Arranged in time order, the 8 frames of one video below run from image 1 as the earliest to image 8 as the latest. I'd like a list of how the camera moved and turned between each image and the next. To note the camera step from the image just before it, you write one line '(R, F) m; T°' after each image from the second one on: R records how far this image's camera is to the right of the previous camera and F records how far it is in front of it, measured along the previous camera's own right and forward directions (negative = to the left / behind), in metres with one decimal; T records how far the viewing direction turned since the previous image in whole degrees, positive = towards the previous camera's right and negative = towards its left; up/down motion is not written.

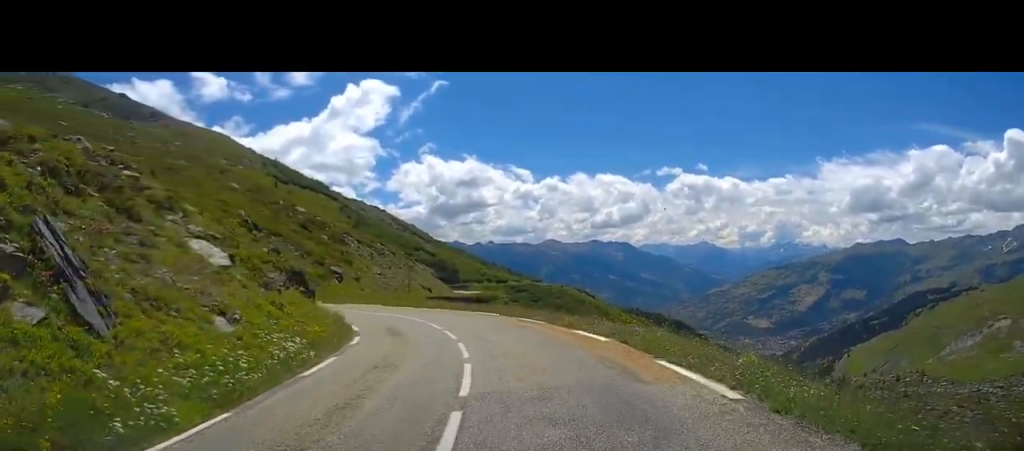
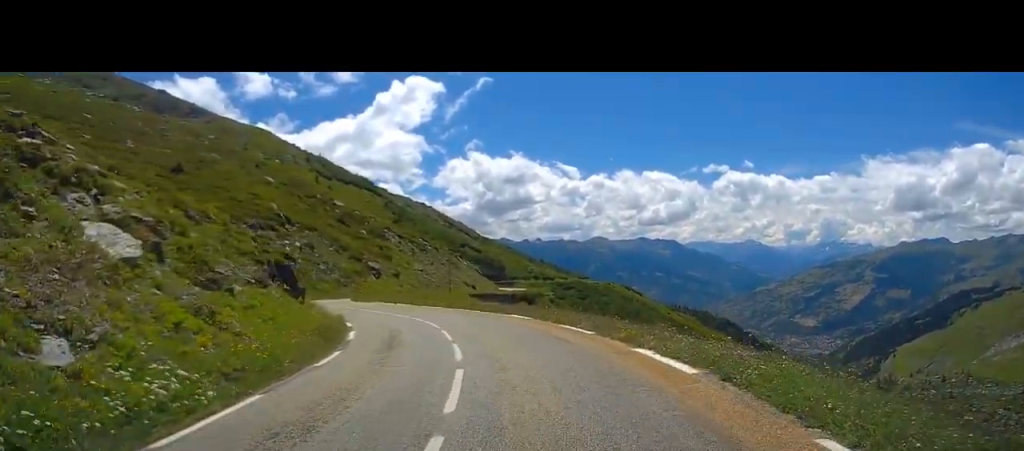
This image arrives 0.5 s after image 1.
(-0.3, +5.3) m; -7°
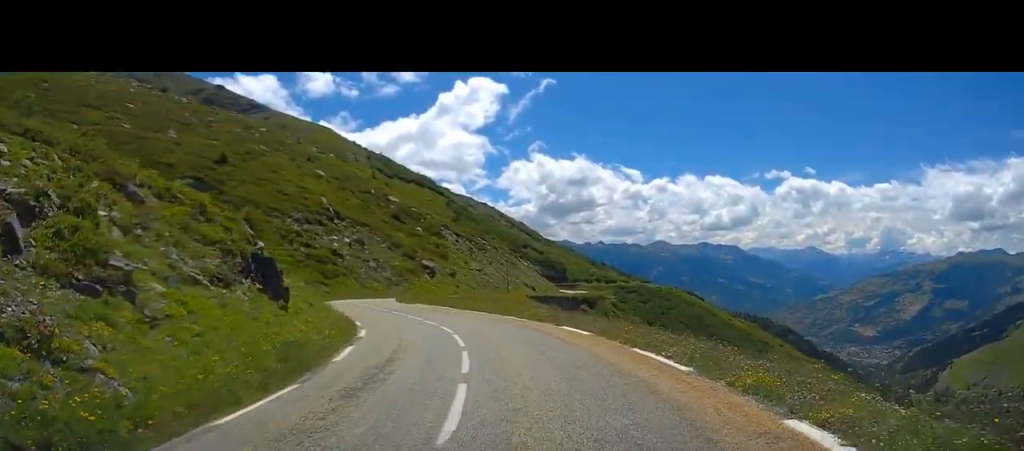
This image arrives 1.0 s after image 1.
(-0.2, +5.4) m; -6°
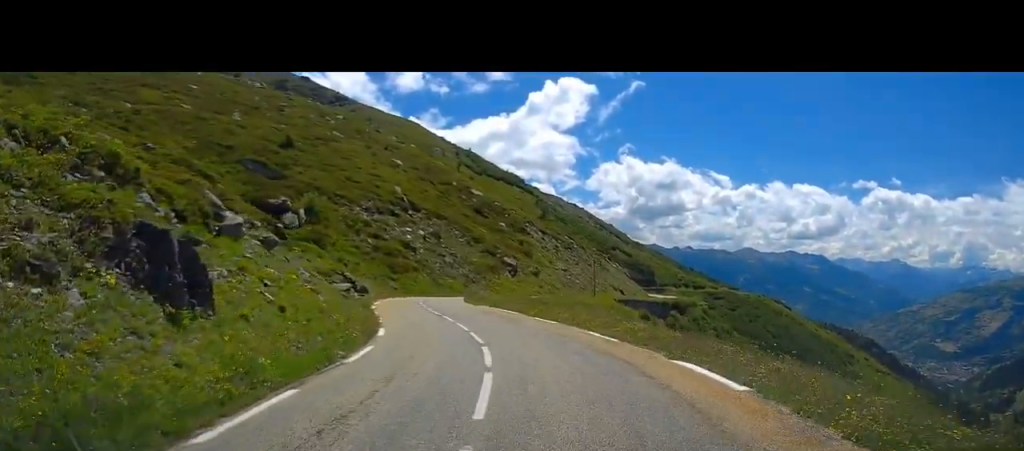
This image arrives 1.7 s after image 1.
(-0.6, +7.4) m; -6°
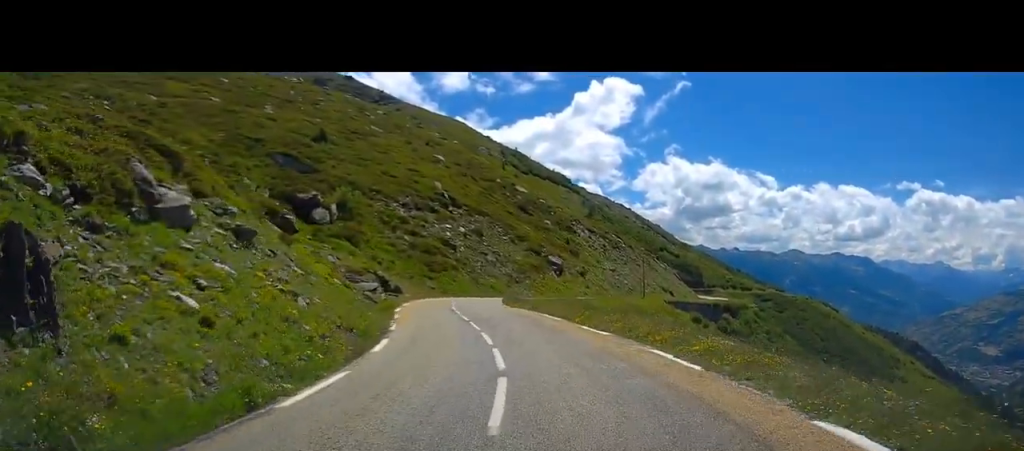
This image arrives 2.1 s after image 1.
(-0.3, +4.3) m; -3°
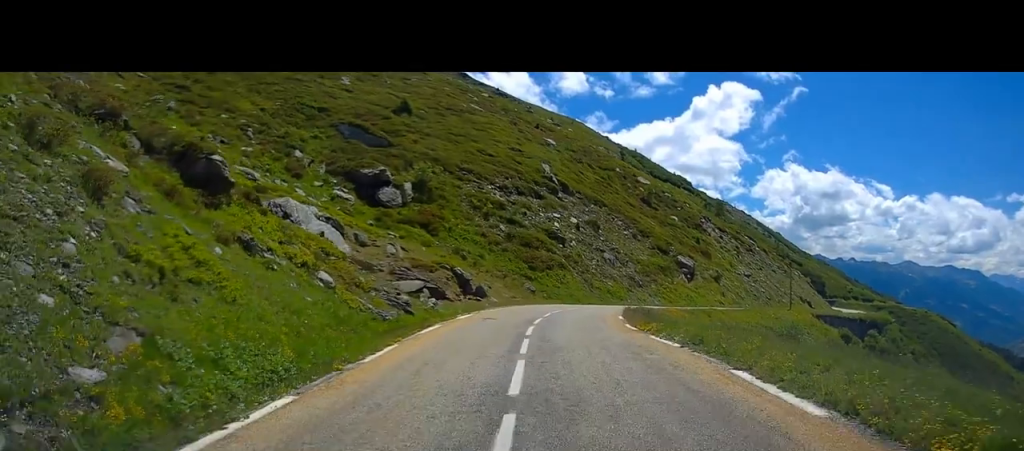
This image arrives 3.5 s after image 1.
(-0.9, +15.5) m; -12°
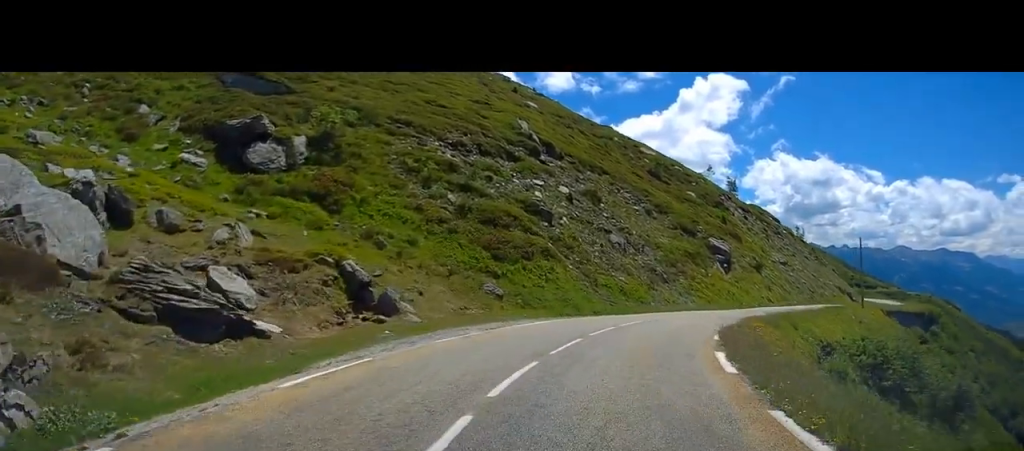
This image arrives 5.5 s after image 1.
(-3.8, +20.7) m; +13°
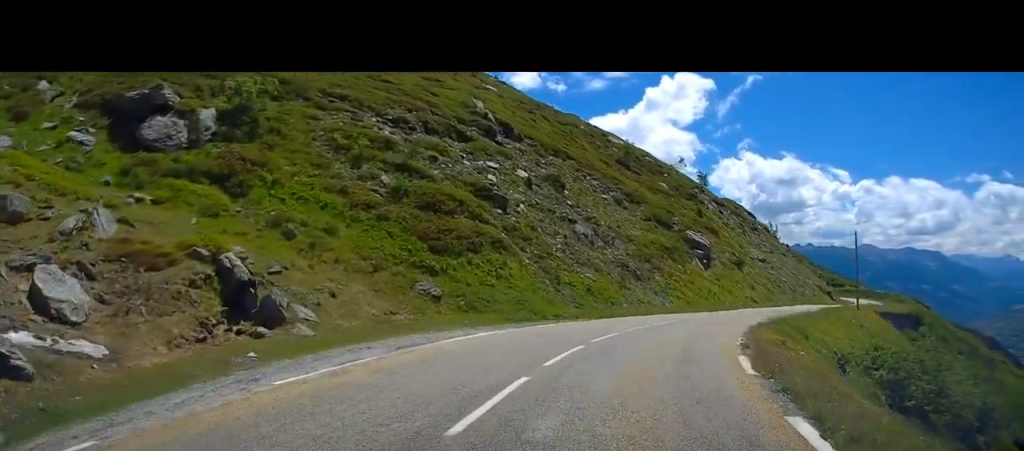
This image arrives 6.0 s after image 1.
(+3.5, +6.6) m; +15°
